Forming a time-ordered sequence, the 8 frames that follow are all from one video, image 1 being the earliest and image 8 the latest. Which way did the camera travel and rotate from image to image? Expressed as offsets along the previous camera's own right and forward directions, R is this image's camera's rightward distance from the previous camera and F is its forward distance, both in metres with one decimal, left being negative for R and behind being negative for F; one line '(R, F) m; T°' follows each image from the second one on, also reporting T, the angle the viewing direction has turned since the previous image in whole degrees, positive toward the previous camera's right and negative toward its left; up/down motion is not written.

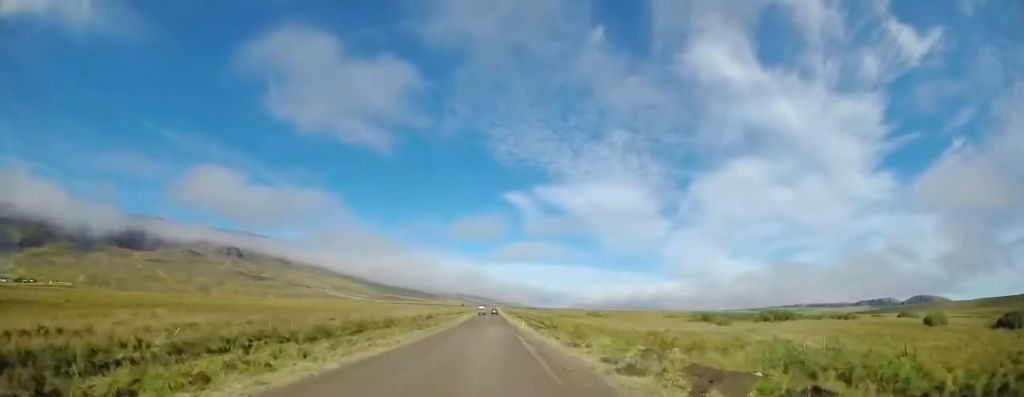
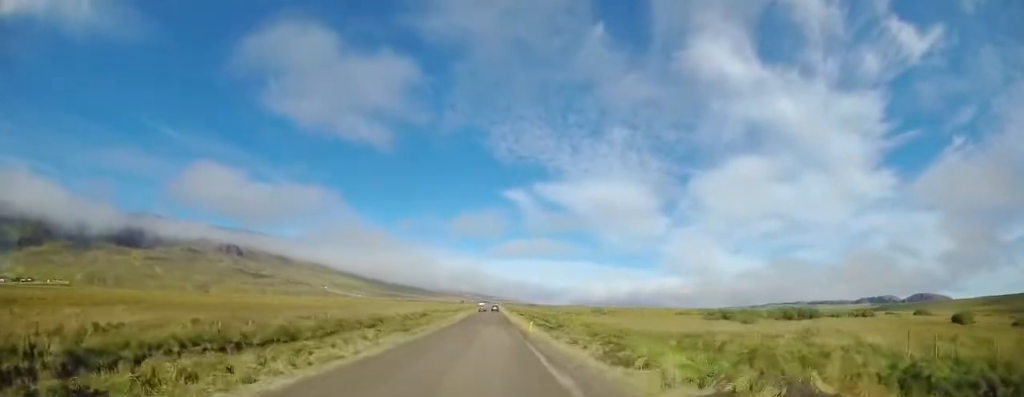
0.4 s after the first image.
(0.0, +7.0) m; -1°
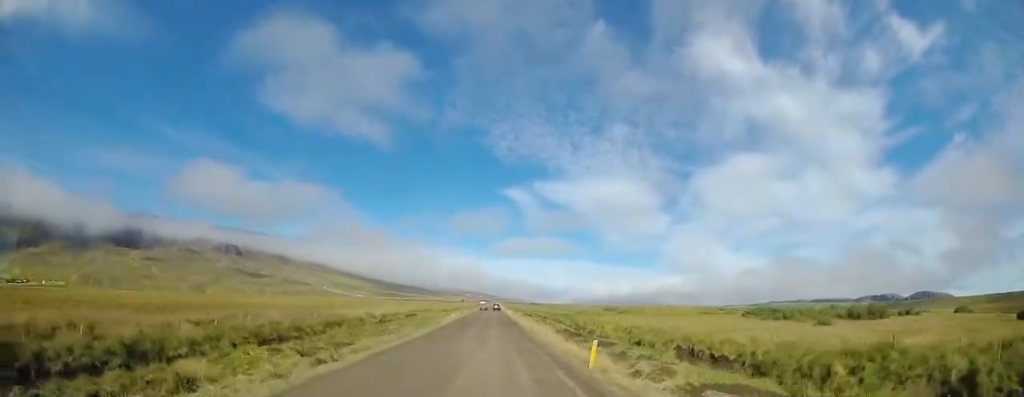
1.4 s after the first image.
(-0.5, +16.3) m; -2°
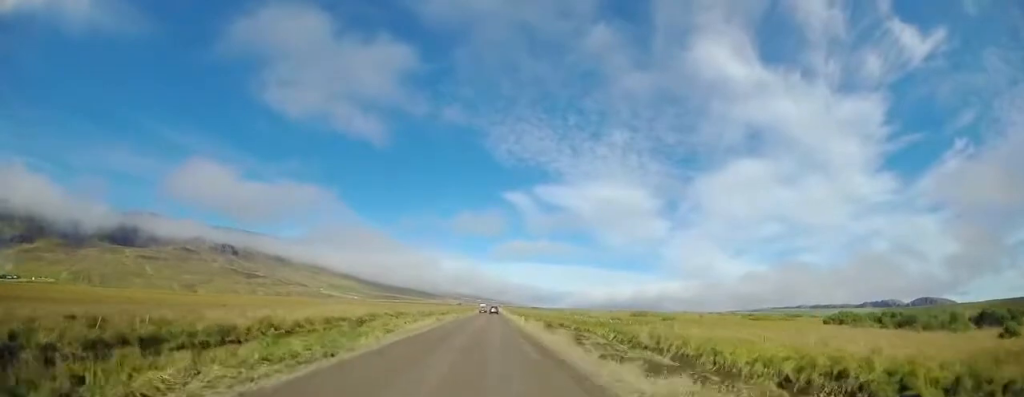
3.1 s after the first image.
(+0.3, +26.6) m; +2°
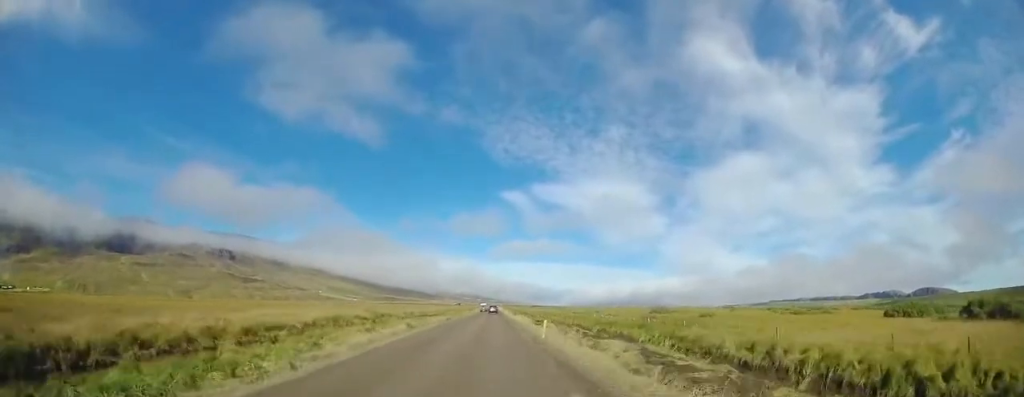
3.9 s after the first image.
(+0.1, +13.9) m; +1°
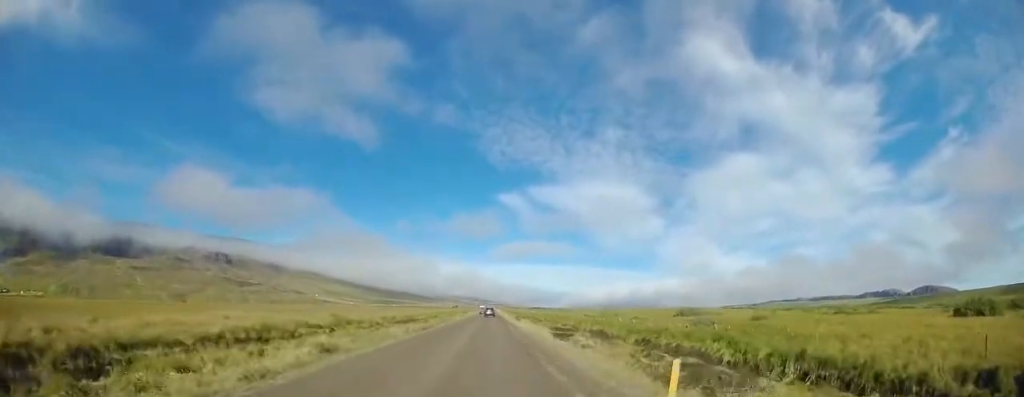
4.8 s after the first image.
(0.0, +13.9) m; 0°
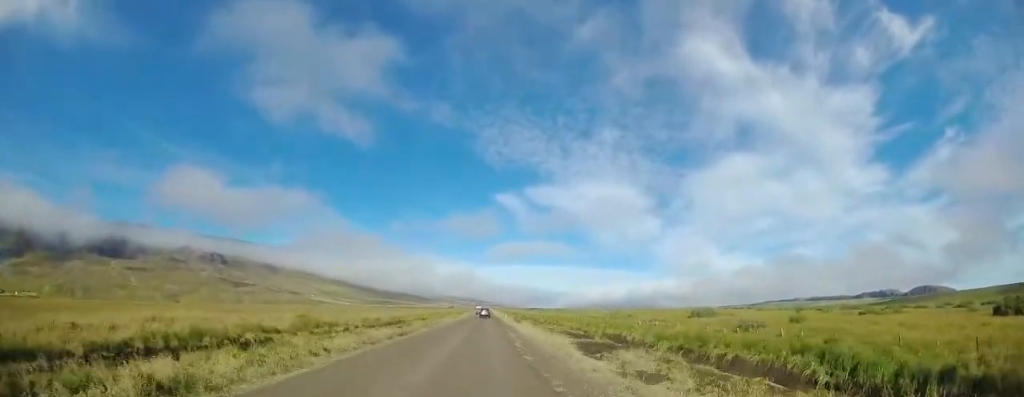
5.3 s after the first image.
(0.0, +8.0) m; 0°
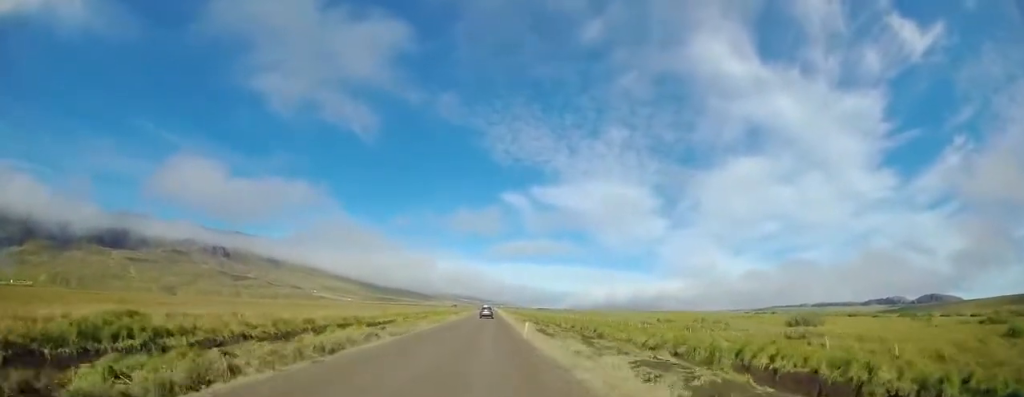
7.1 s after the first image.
(-0.1, +26.6) m; -1°
